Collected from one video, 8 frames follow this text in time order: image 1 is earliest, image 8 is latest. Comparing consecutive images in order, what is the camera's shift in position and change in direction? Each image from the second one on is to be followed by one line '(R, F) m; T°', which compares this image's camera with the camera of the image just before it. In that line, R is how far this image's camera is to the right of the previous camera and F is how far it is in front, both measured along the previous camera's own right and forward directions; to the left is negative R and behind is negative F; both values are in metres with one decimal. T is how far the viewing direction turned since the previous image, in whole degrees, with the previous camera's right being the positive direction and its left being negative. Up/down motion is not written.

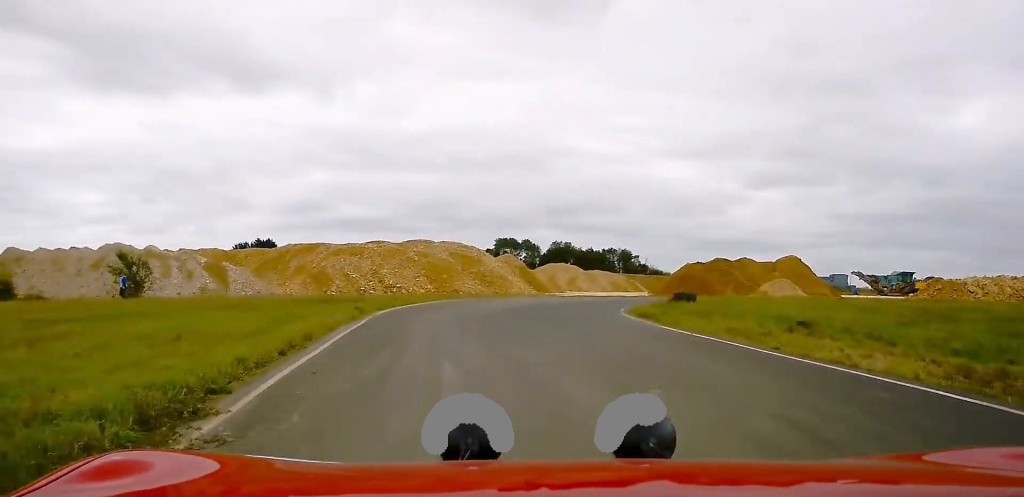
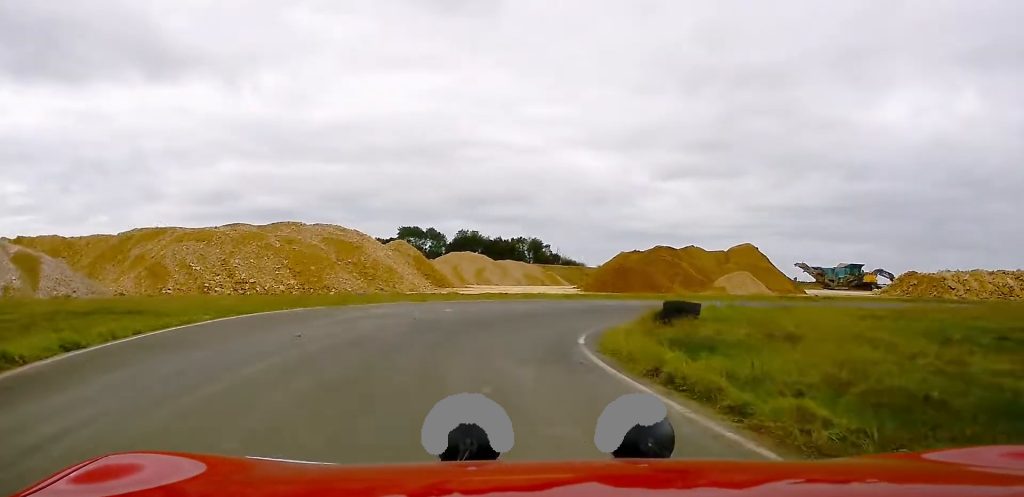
(-1.9, +13.8) m; -5°
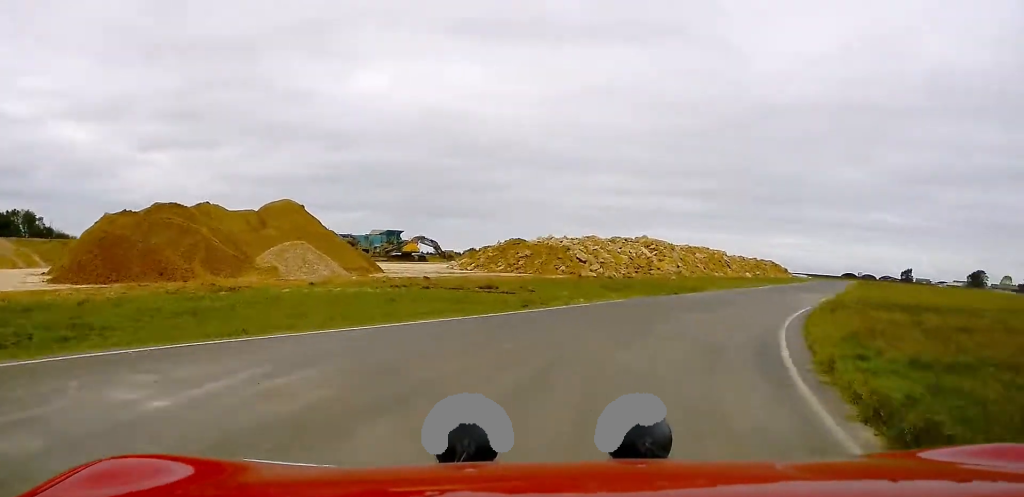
(+2.2, +20.5) m; +24°
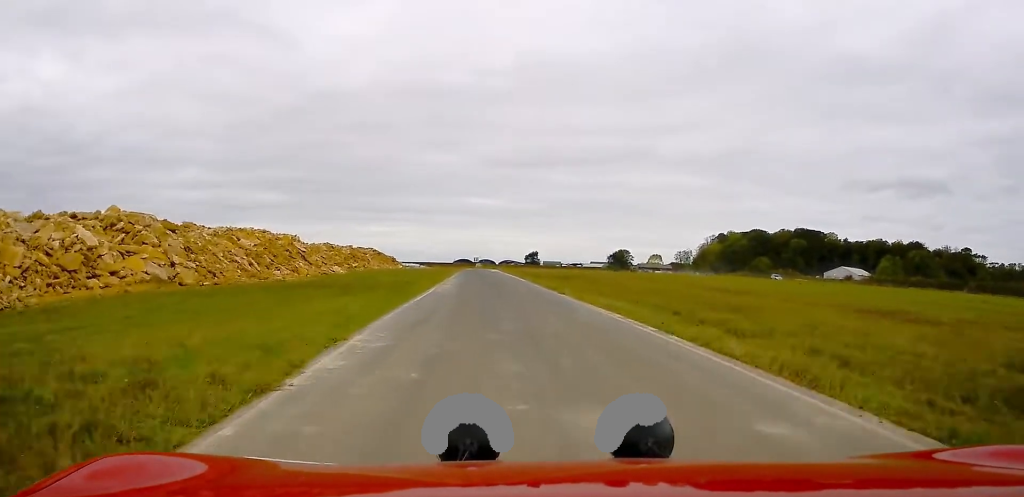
(+16.6, +36.8) m; +32°
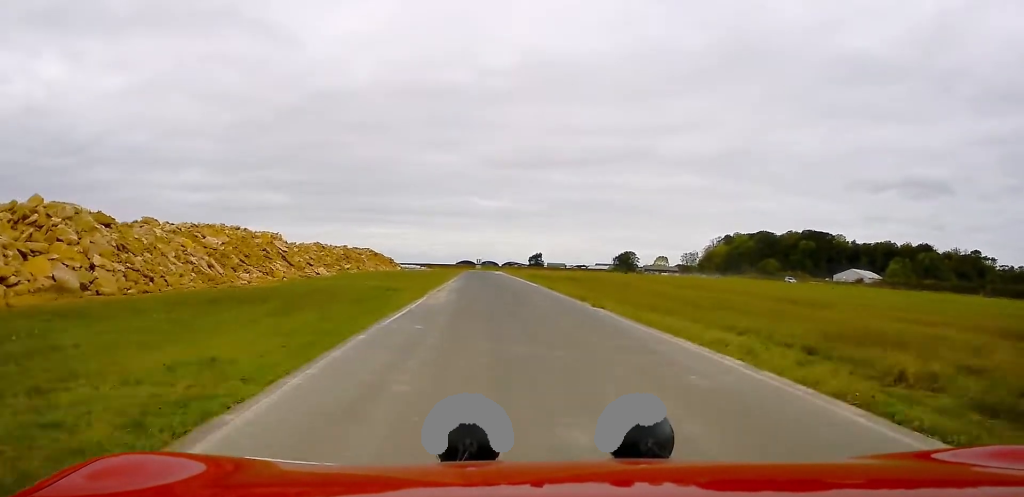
(+0.1, +8.5) m; 0°
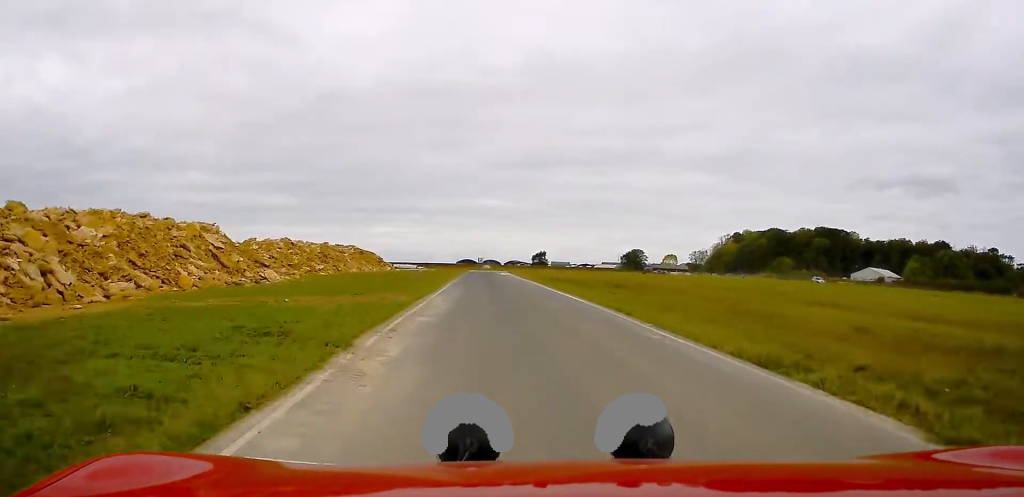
(+0.1, +16.8) m; 0°
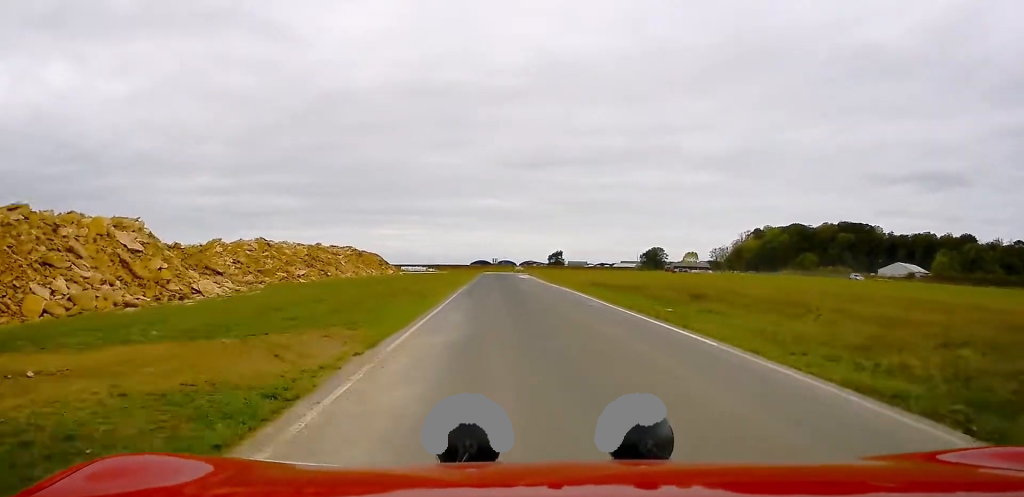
(-0.1, +12.8) m; 0°
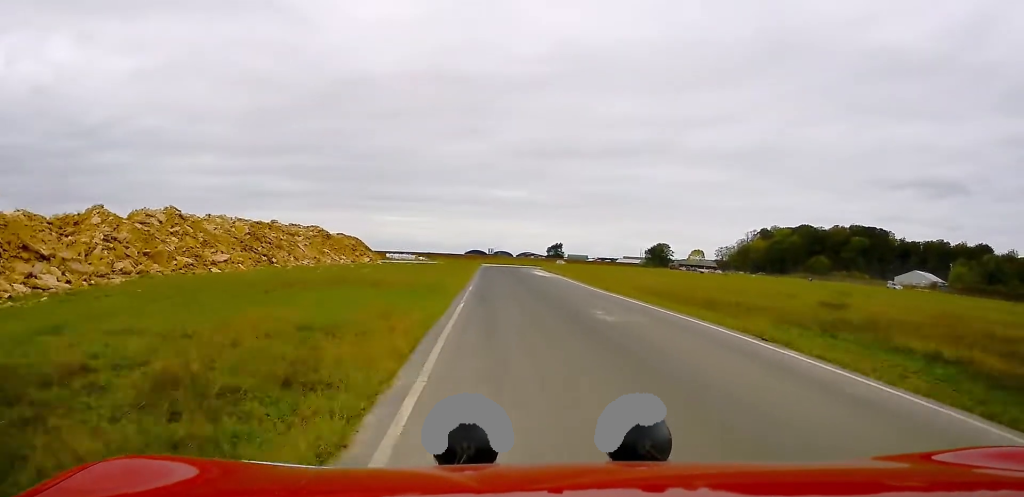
(0.0, +18.4) m; 0°
